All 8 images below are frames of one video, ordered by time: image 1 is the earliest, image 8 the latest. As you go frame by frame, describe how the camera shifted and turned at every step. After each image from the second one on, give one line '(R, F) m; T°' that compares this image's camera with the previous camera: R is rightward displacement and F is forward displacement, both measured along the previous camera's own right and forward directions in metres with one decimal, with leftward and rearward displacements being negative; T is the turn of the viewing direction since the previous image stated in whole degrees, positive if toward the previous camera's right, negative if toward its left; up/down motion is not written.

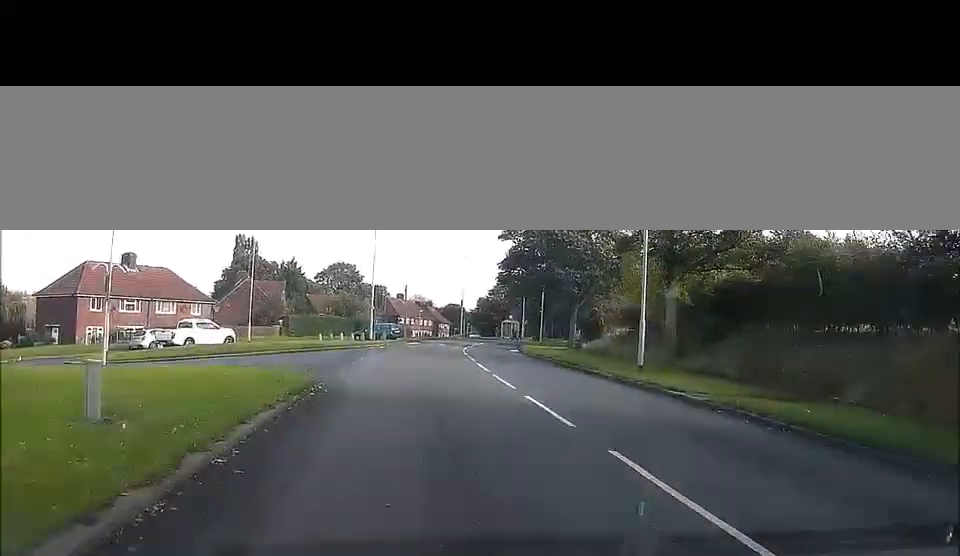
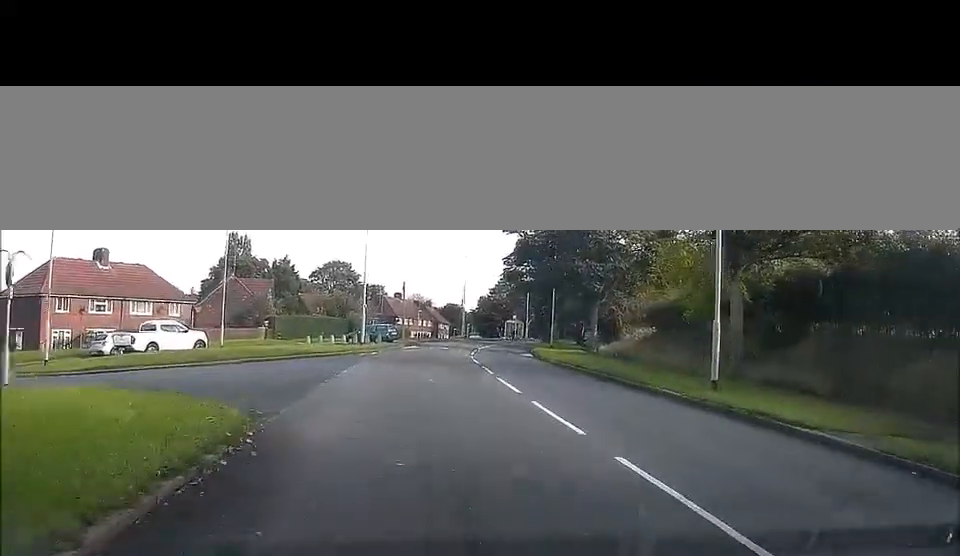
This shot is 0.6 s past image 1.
(+0.2, +6.8) m; +2°
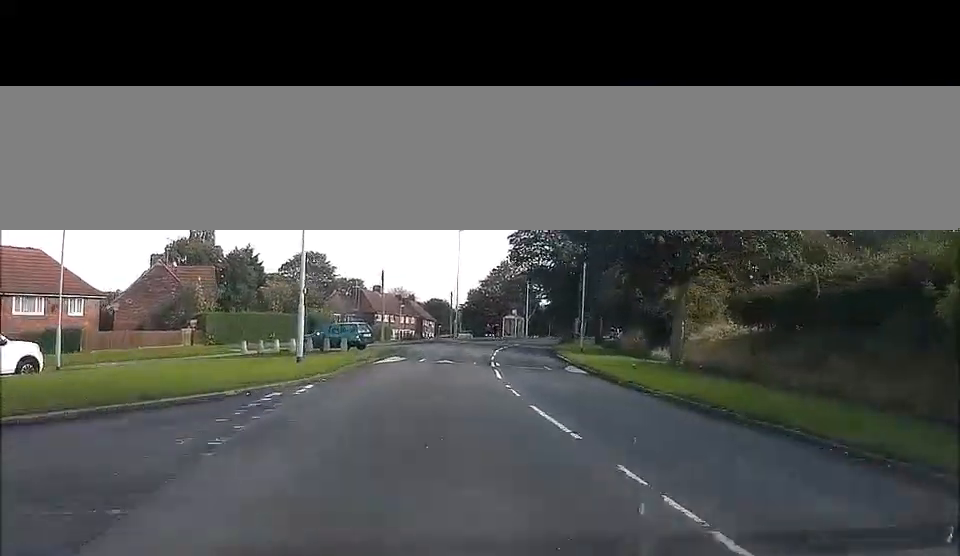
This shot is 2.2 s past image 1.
(+0.7, +18.9) m; +2°
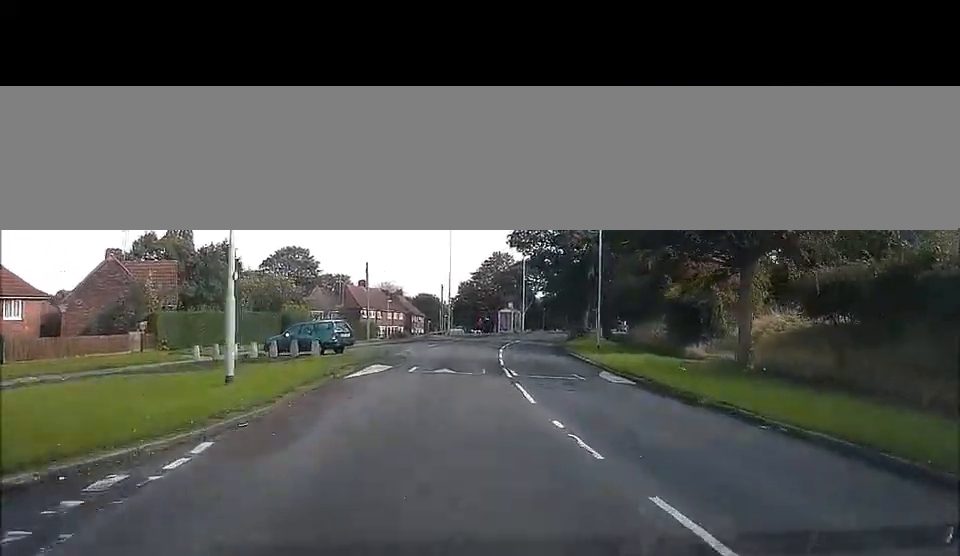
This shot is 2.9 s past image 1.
(0.0, +7.1) m; -1°
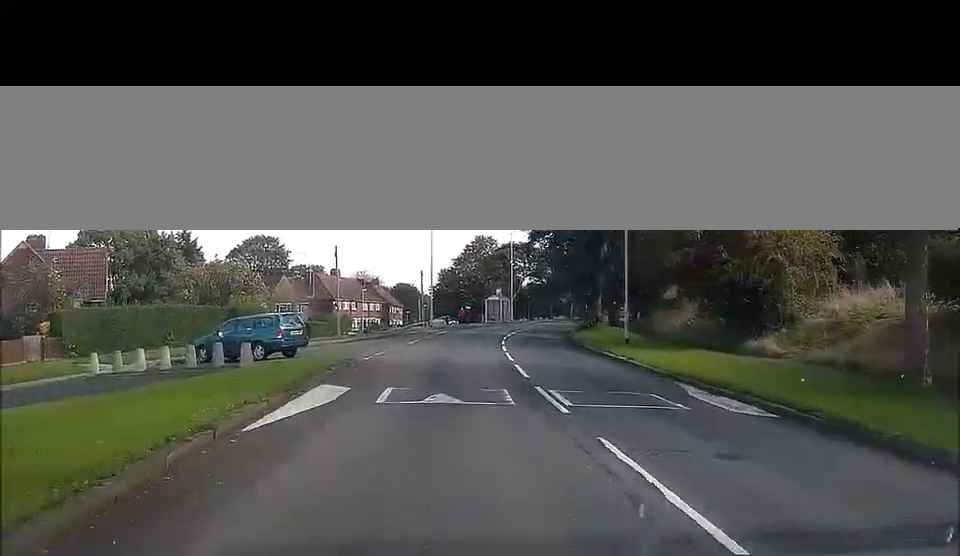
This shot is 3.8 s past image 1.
(-0.1, +7.5) m; +2°
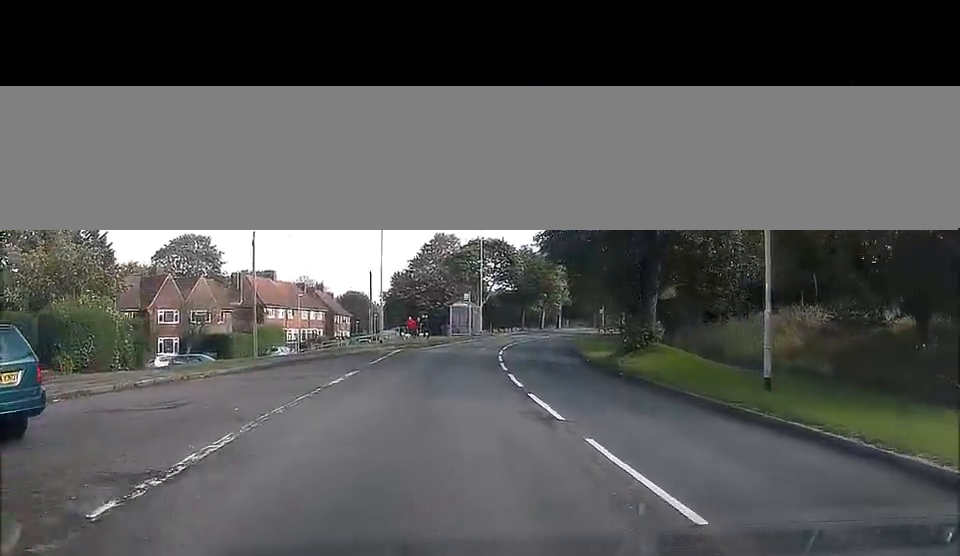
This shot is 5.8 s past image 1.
(+0.9, +16.6) m; +2°
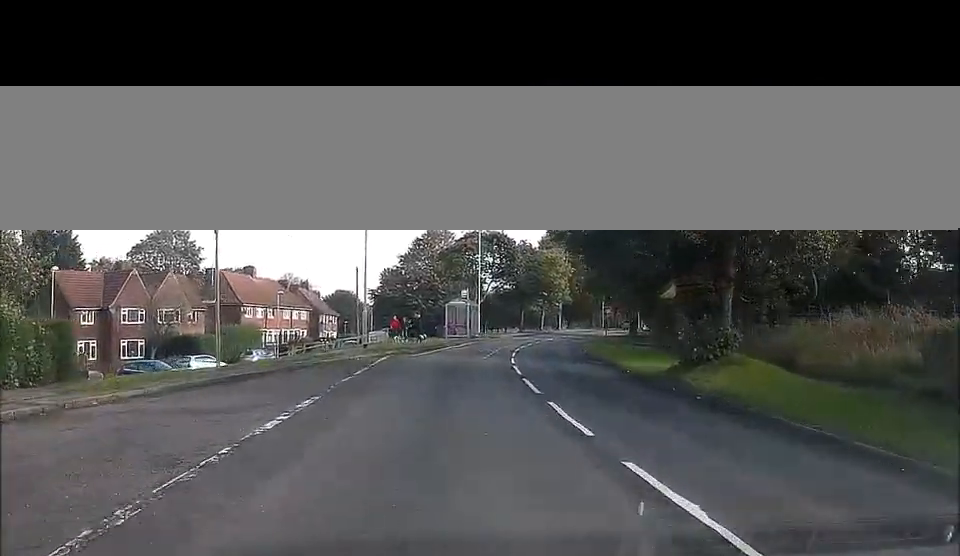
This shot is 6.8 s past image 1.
(-0.1, +8.5) m; -1°
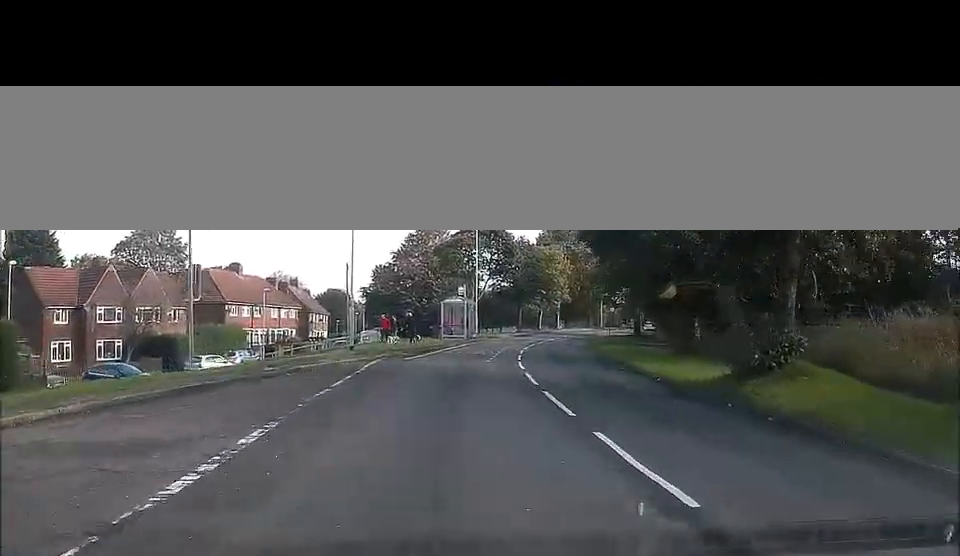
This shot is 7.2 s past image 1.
(0.0, +4.3) m; +1°
